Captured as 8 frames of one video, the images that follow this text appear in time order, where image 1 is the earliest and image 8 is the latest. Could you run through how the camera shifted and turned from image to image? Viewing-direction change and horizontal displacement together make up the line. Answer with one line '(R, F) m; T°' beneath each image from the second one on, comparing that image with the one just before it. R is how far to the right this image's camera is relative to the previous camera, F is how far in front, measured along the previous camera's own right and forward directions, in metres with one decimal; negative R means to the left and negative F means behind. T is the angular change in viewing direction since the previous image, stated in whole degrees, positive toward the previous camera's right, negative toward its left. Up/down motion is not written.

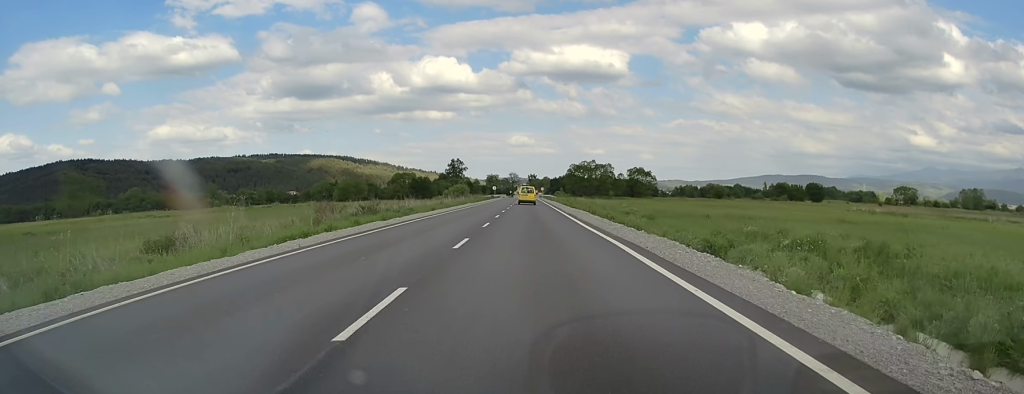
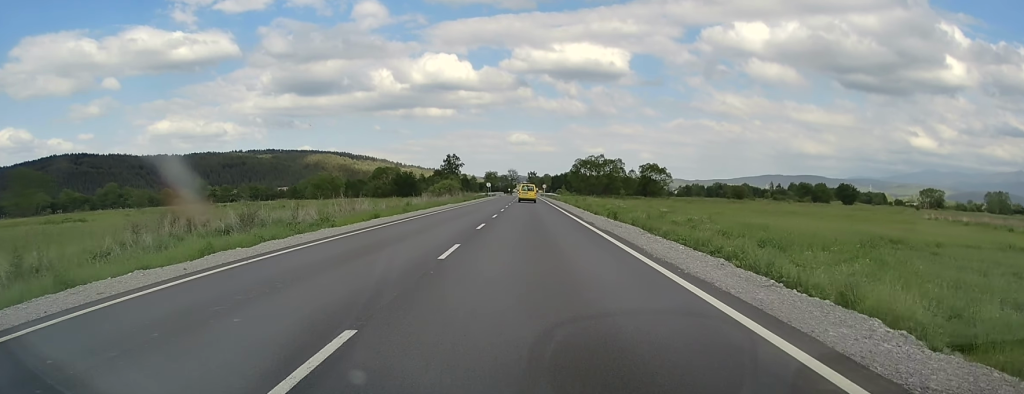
(0.0, +20.9) m; 0°
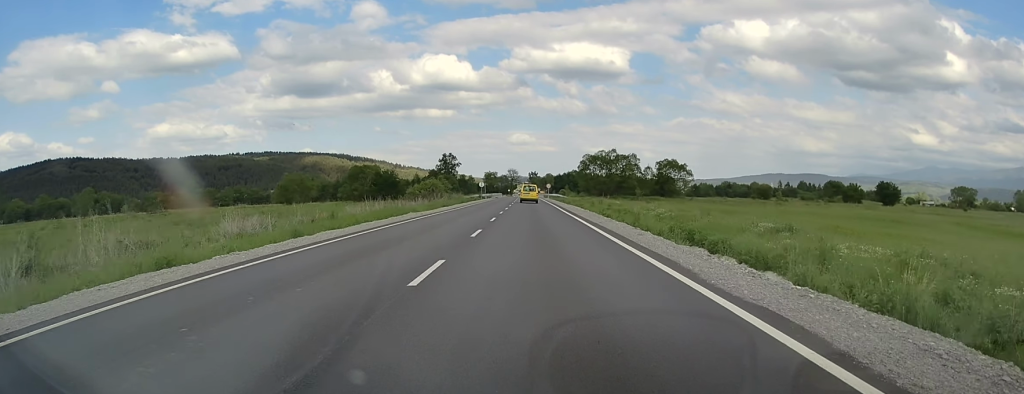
(+0.1, +21.6) m; +1°
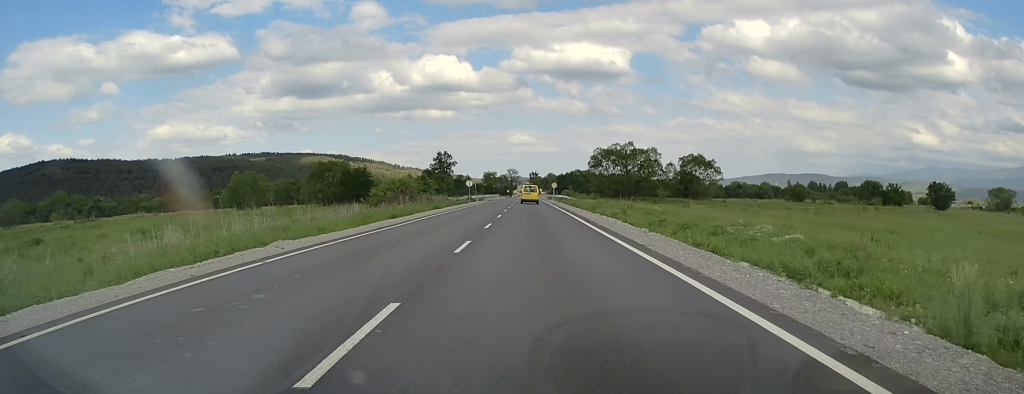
(+0.3, +22.8) m; 0°
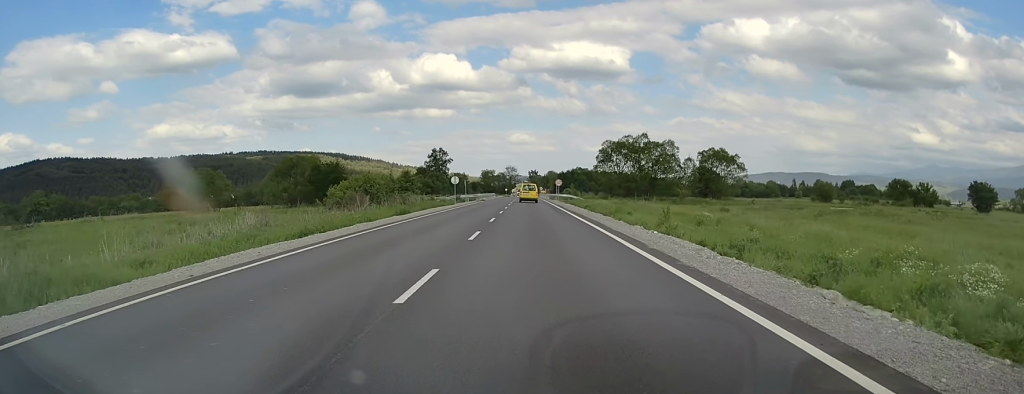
(-0.2, +15.2) m; -1°
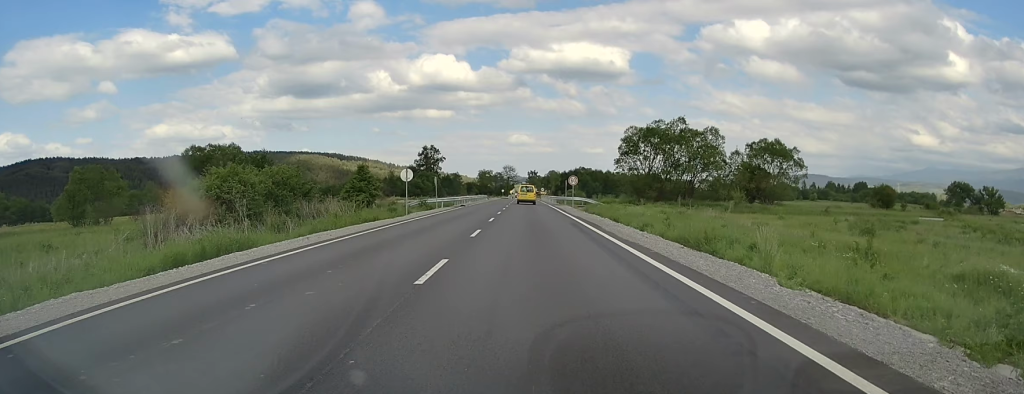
(0.0, +25.9) m; 0°
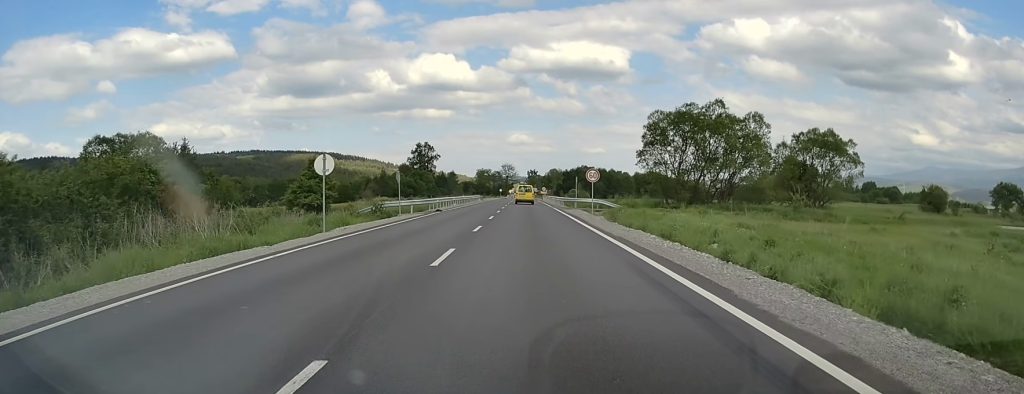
(0.0, +16.1) m; 0°
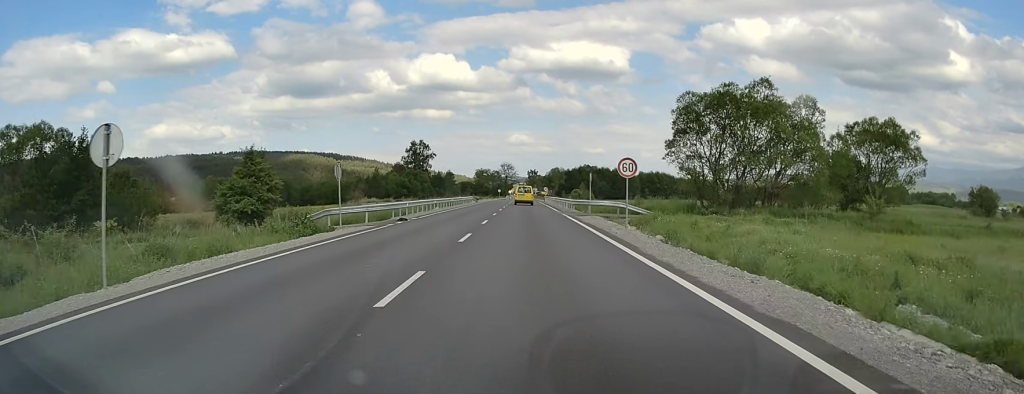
(0.0, +12.9) m; 0°
